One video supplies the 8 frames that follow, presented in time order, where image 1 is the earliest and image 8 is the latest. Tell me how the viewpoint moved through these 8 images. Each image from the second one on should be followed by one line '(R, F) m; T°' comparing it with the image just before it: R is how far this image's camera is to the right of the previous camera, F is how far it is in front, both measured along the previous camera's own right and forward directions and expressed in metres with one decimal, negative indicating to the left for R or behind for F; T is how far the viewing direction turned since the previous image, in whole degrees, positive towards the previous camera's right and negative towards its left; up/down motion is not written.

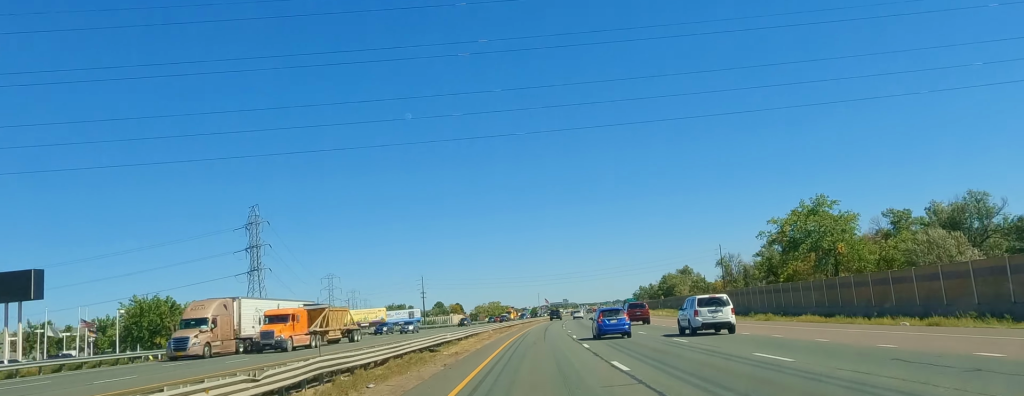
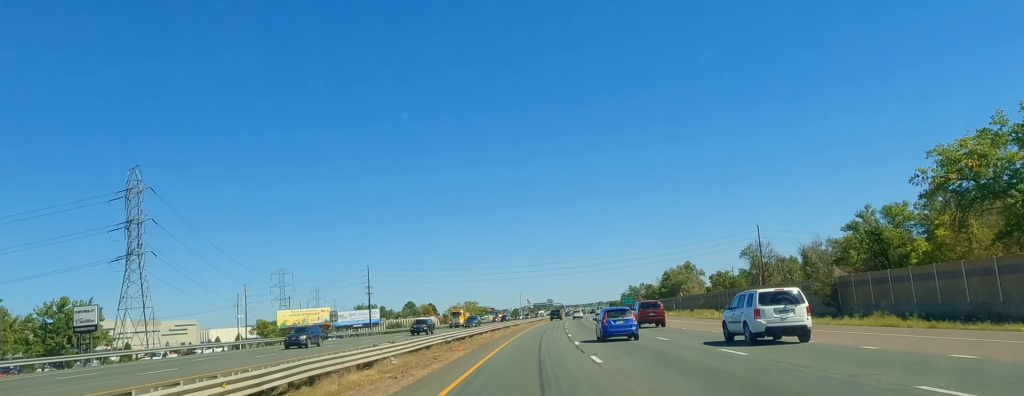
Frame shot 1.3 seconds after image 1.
(+1.3, +46.1) m; +2°
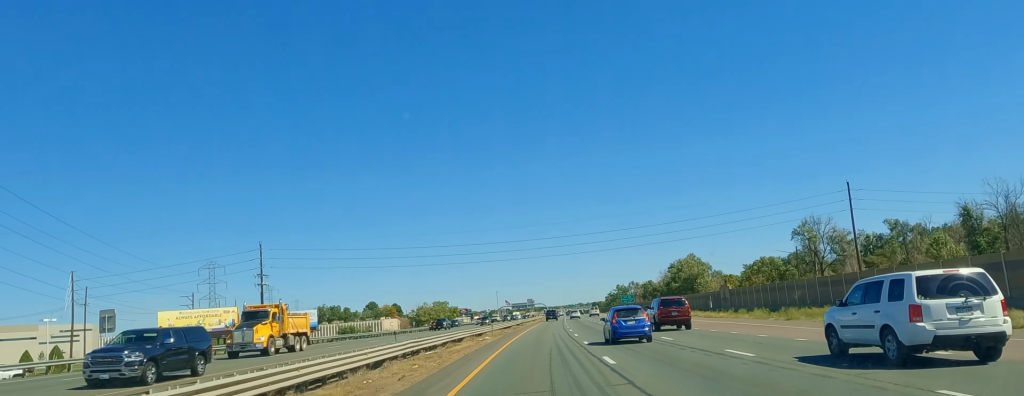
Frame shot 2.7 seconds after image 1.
(+1.1, +49.7) m; +2°
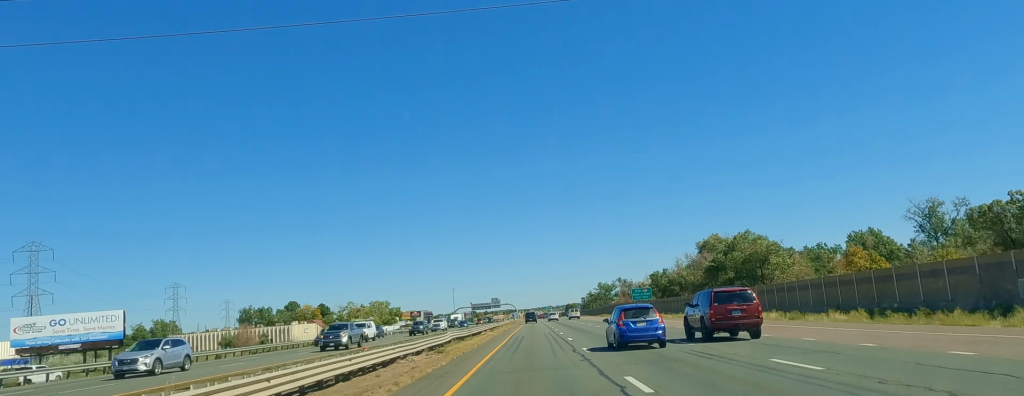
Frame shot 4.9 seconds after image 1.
(+1.4, +79.0) m; +1°
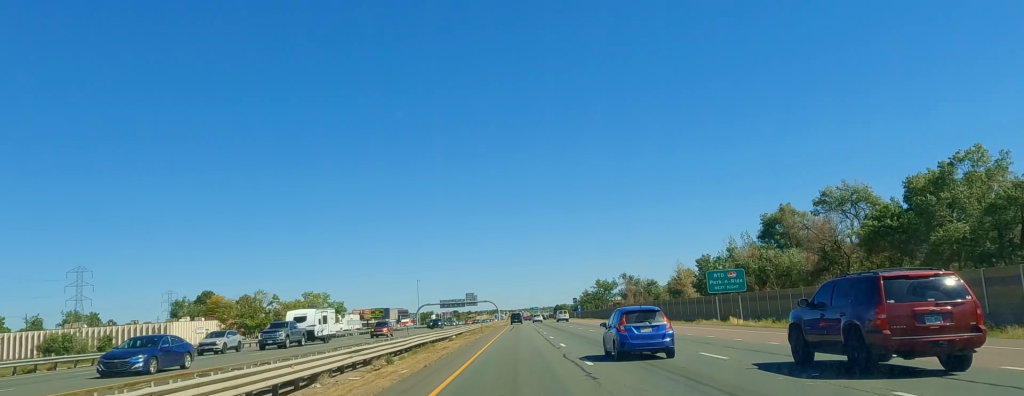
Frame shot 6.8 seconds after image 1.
(0.0, +66.1) m; 0°
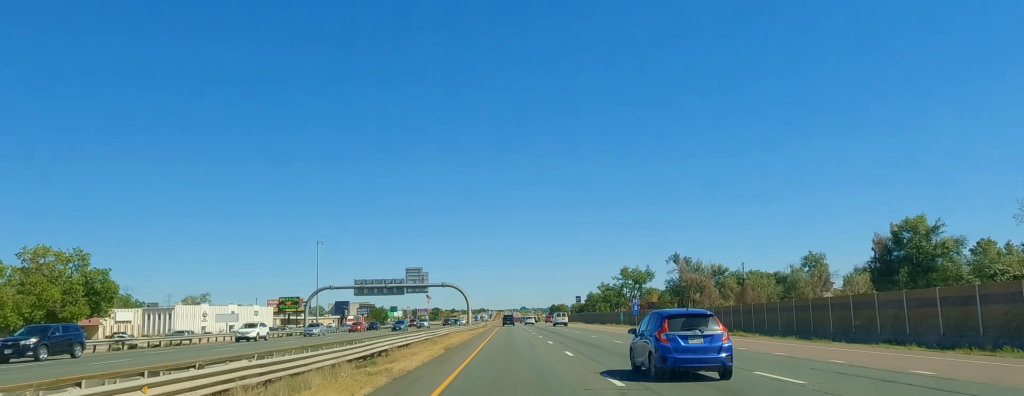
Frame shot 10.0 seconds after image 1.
(0.0, +114.7) m; 0°
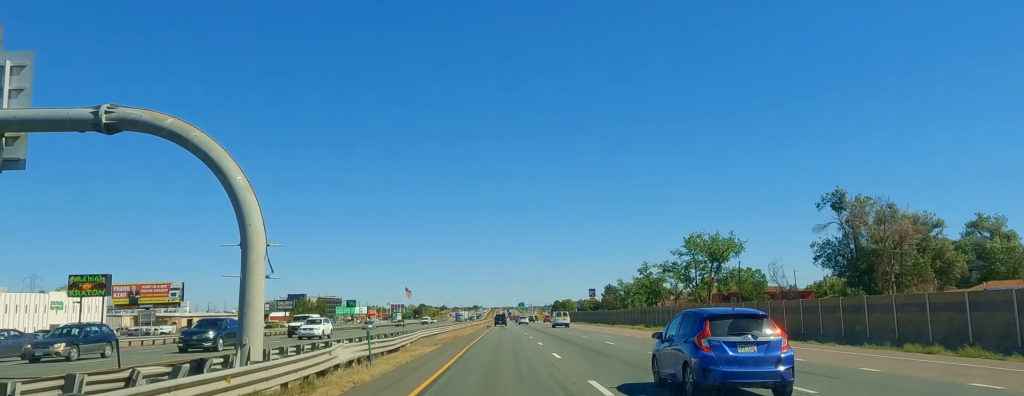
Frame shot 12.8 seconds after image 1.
(0.0, +98.2) m; 0°
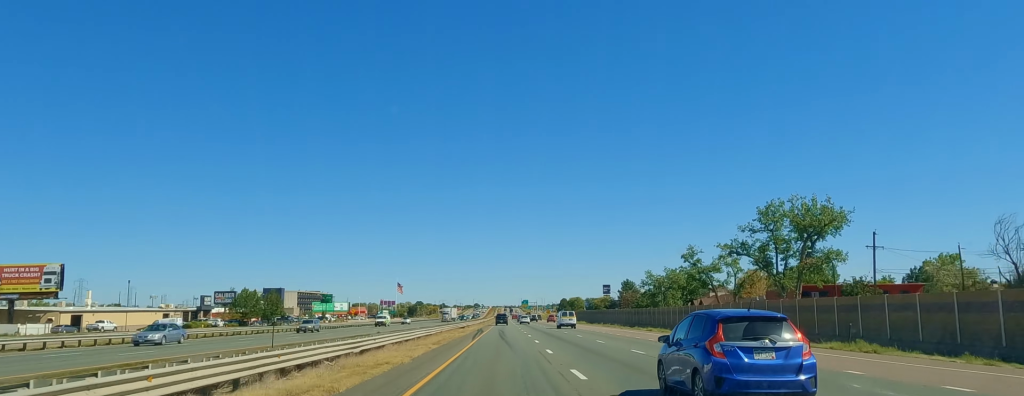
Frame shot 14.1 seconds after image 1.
(+0.3, +44.8) m; -1°
